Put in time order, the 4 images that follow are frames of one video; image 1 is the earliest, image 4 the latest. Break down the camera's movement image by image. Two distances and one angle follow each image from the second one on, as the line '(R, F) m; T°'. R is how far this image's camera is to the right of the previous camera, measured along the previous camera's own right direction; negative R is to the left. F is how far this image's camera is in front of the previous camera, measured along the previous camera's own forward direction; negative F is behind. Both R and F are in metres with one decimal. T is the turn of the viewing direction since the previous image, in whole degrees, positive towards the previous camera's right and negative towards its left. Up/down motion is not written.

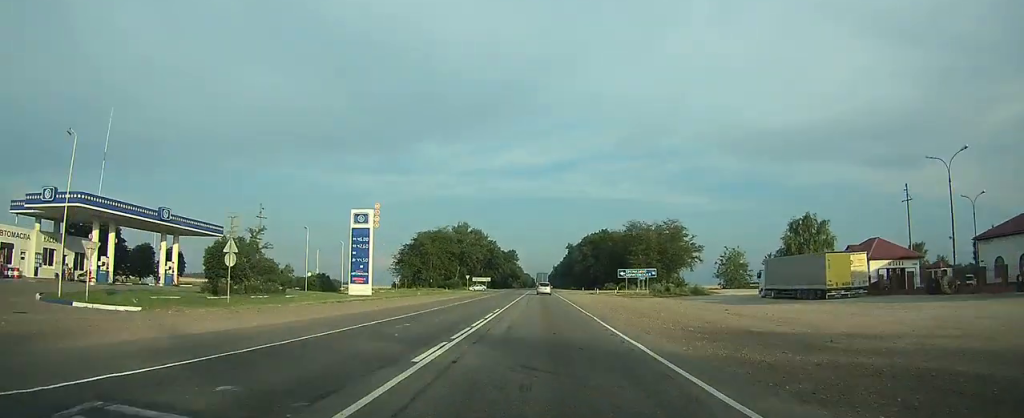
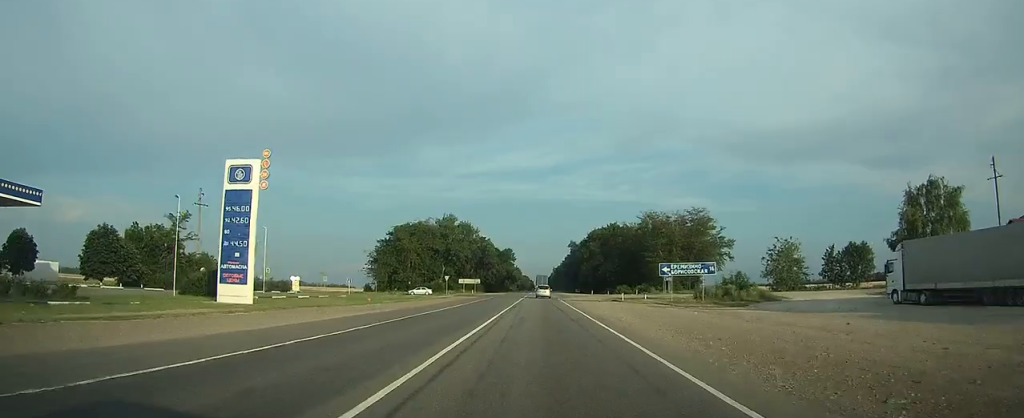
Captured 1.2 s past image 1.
(0.0, +26.3) m; 0°
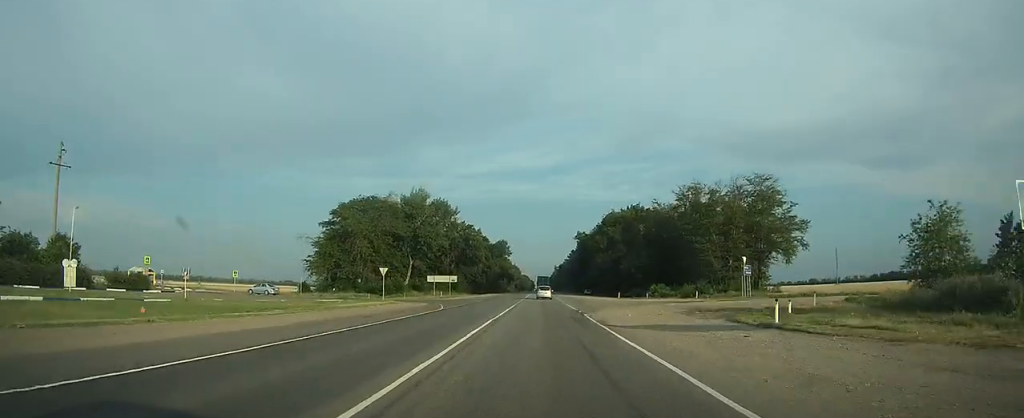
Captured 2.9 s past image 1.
(0.0, +38.6) m; 0°
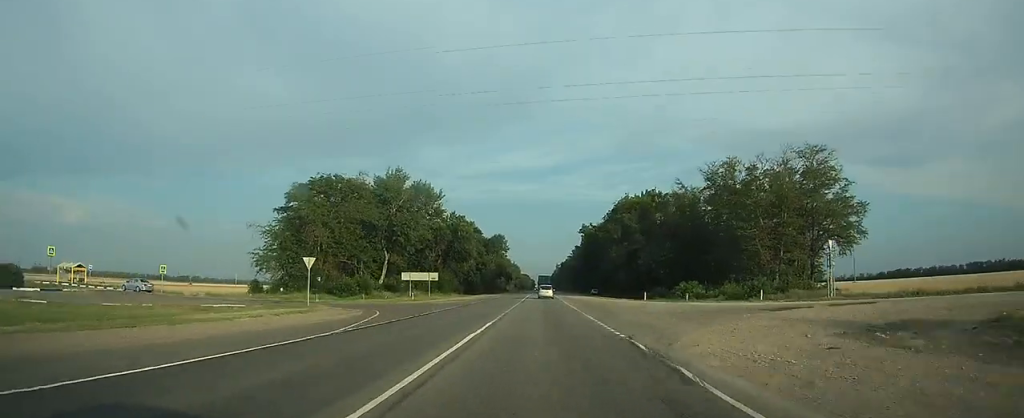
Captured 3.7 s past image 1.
(0.0, +18.4) m; 0°
